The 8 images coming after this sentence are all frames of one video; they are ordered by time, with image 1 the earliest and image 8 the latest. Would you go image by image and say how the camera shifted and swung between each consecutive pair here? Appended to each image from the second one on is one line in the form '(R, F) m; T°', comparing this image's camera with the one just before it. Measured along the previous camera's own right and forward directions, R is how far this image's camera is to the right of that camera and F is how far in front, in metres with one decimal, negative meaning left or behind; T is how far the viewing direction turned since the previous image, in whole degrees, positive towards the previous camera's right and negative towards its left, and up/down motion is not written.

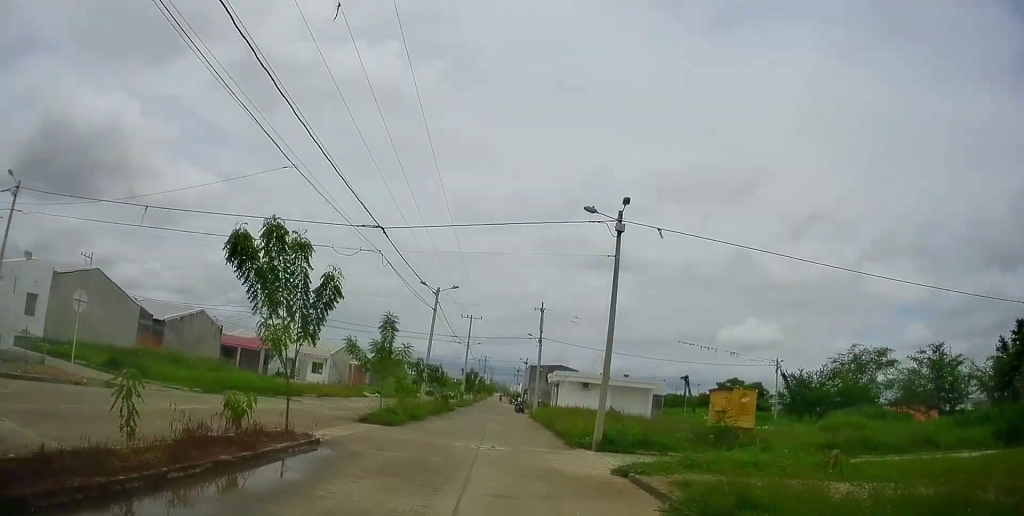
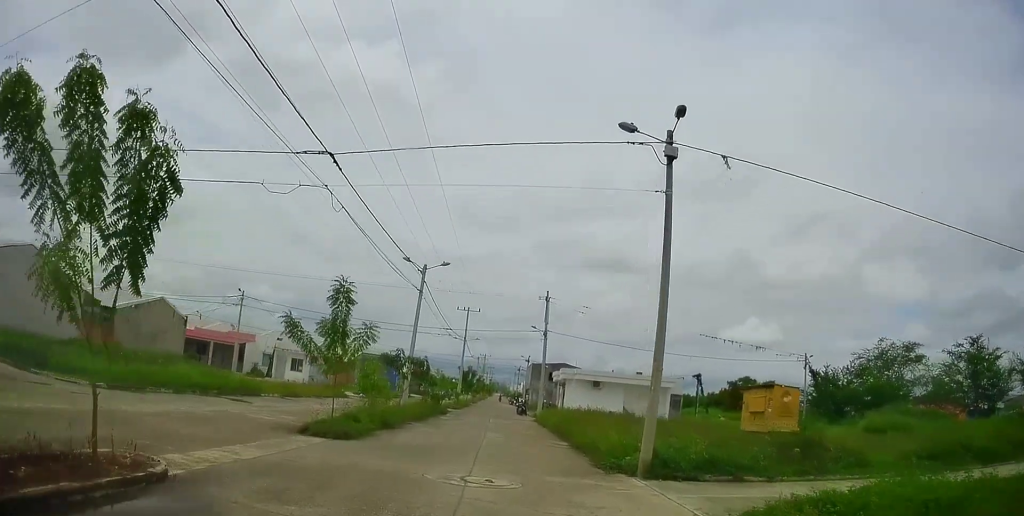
(-0.3, +6.0) m; -1°
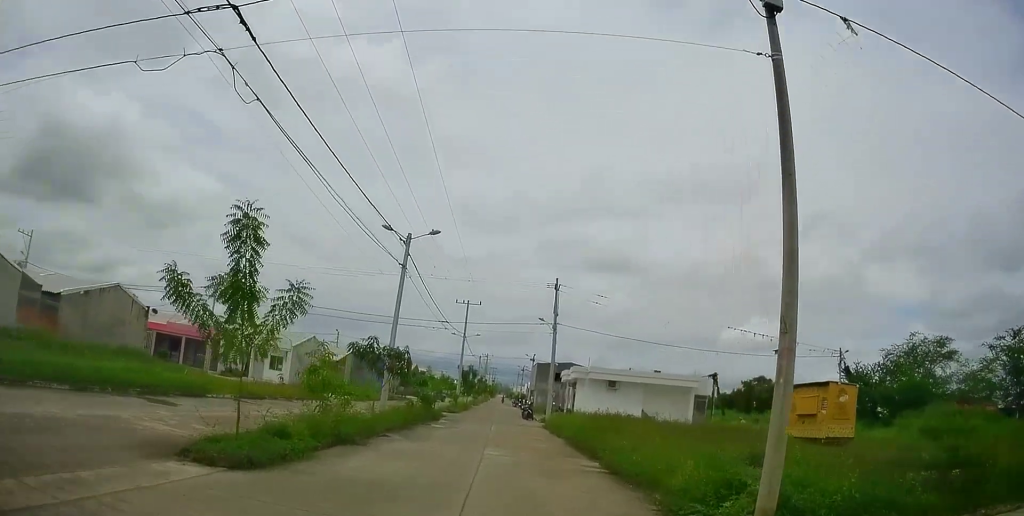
(-0.3, +5.6) m; 0°
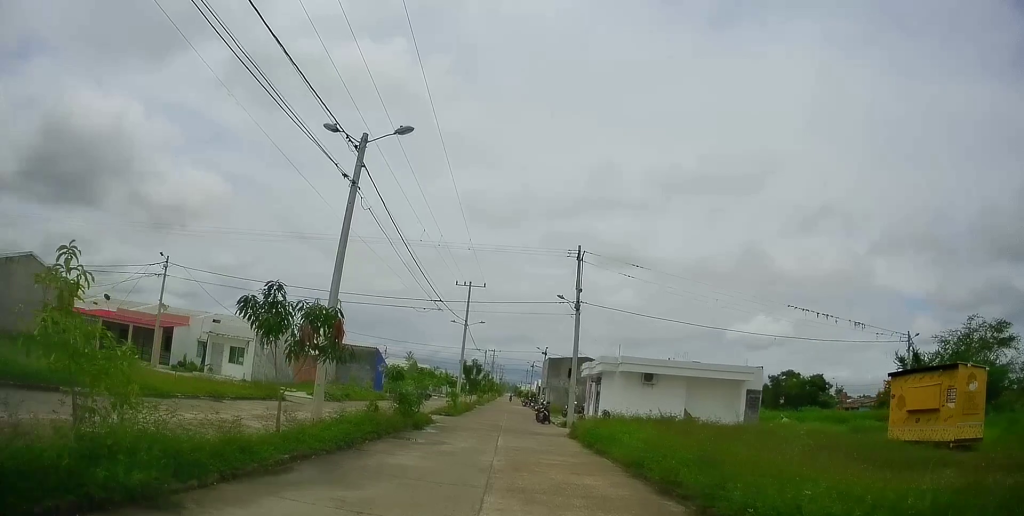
(+0.7, +8.8) m; +2°
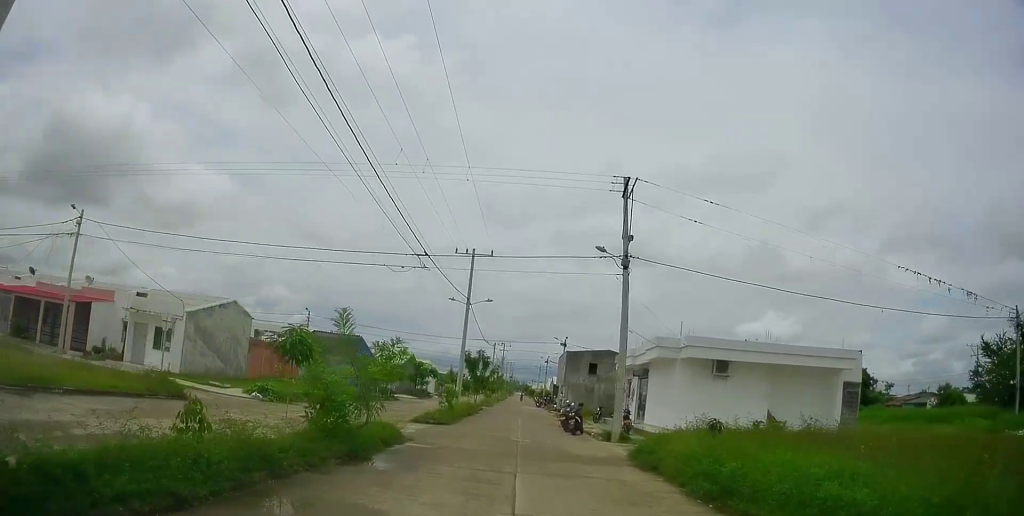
(-0.4, +10.7) m; -2°
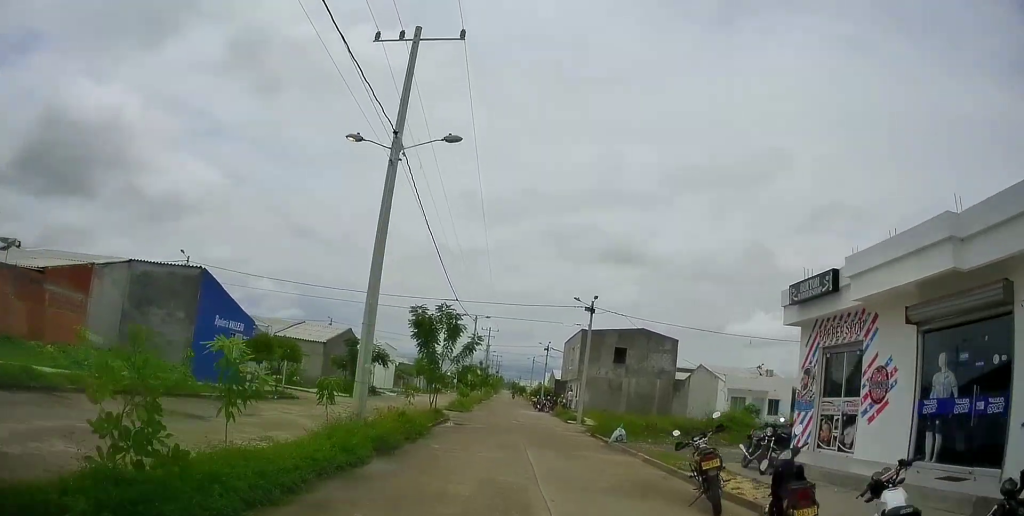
(0.0, +23.5) m; 0°
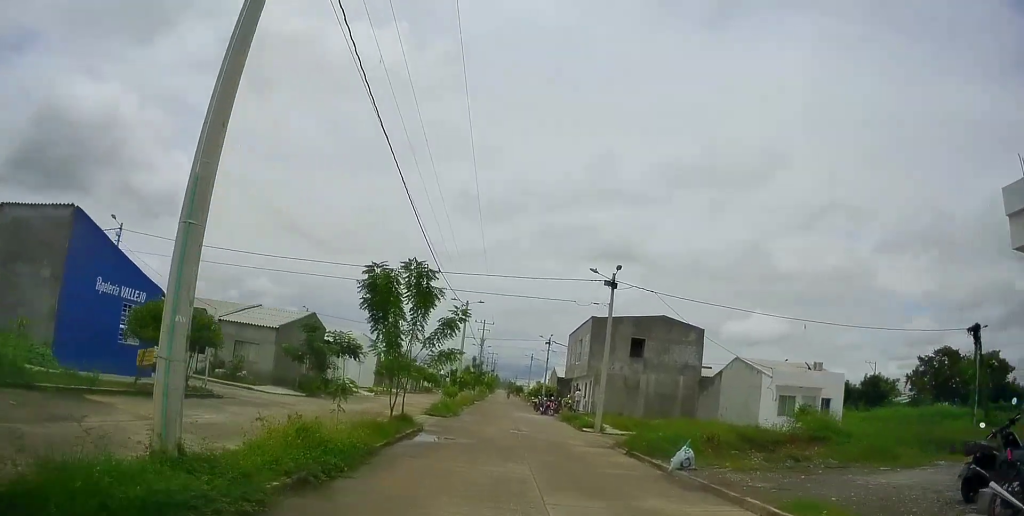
(0.0, +7.7) m; +1°
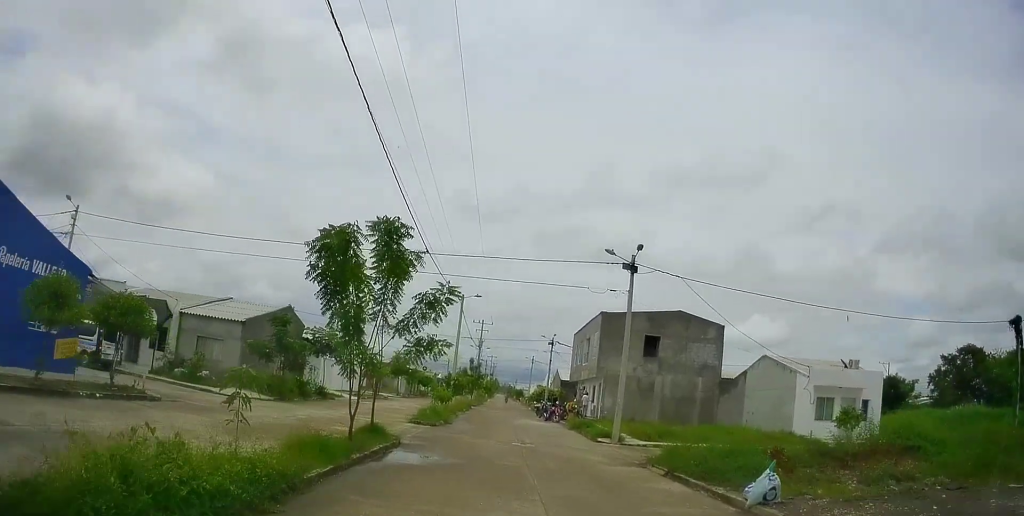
(0.0, +4.2) m; +1°
